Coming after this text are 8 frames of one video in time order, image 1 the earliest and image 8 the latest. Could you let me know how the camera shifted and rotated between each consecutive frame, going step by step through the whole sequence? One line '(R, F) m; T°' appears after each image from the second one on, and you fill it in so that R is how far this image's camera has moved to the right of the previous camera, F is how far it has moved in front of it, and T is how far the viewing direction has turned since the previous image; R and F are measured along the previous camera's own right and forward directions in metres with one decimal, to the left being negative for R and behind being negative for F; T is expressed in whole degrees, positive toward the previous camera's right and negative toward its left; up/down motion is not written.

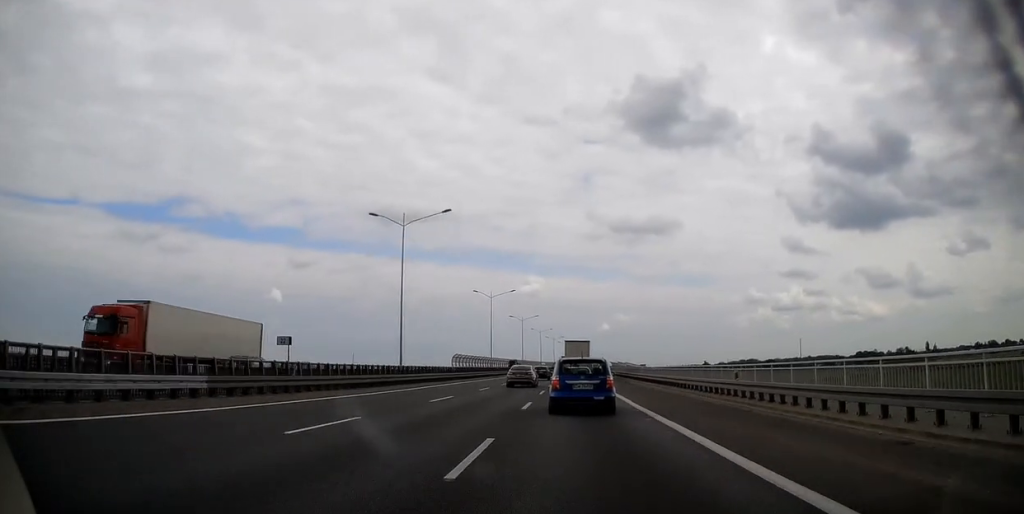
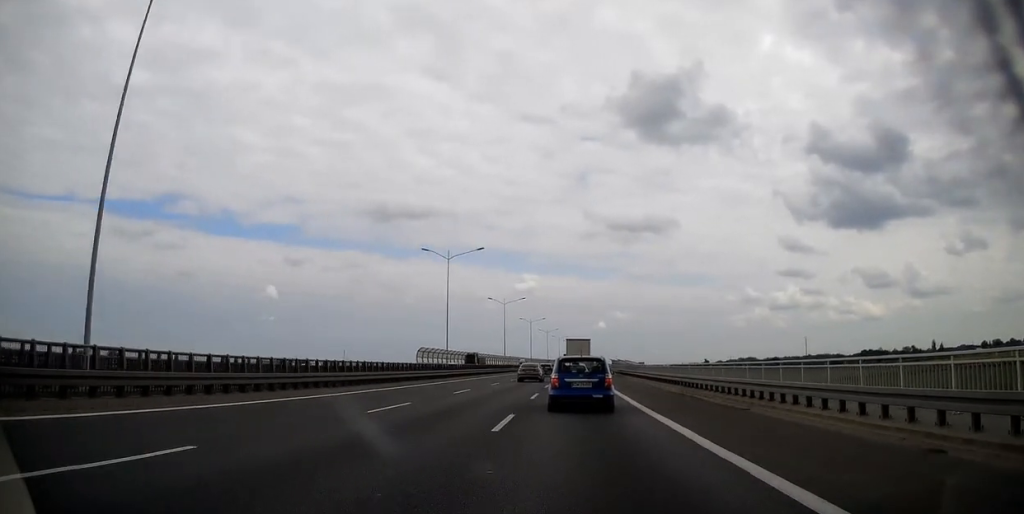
(+0.5, +31.3) m; +1°
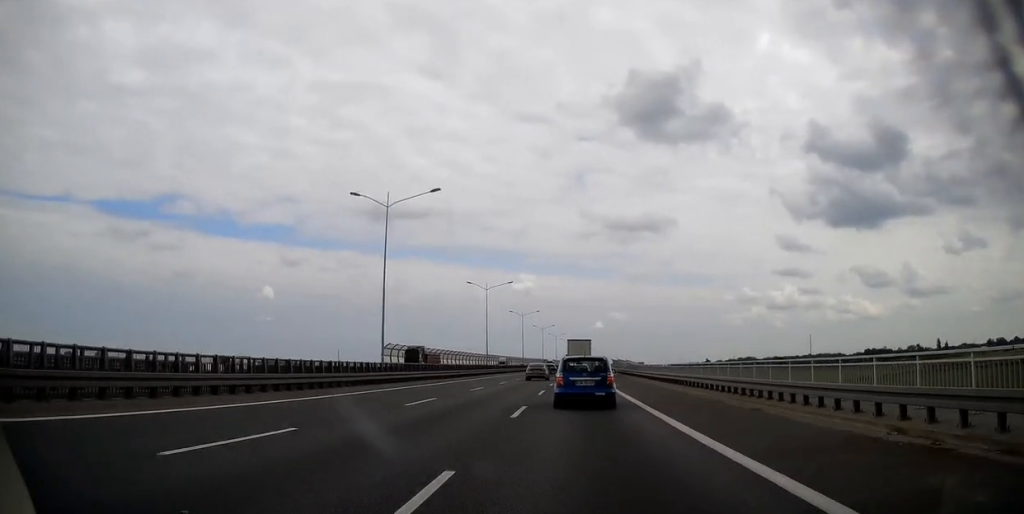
(0.0, +20.8) m; 0°
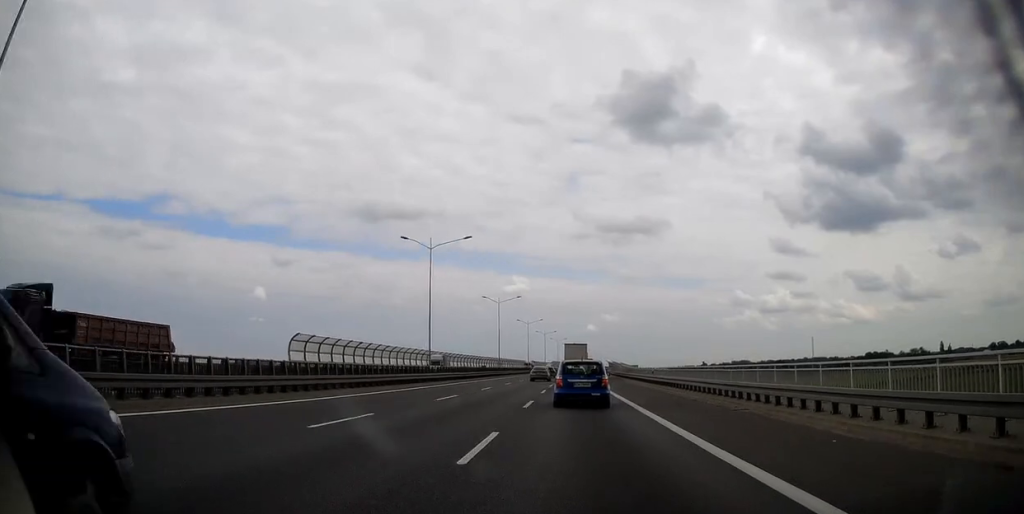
(0.0, +31.2) m; 0°
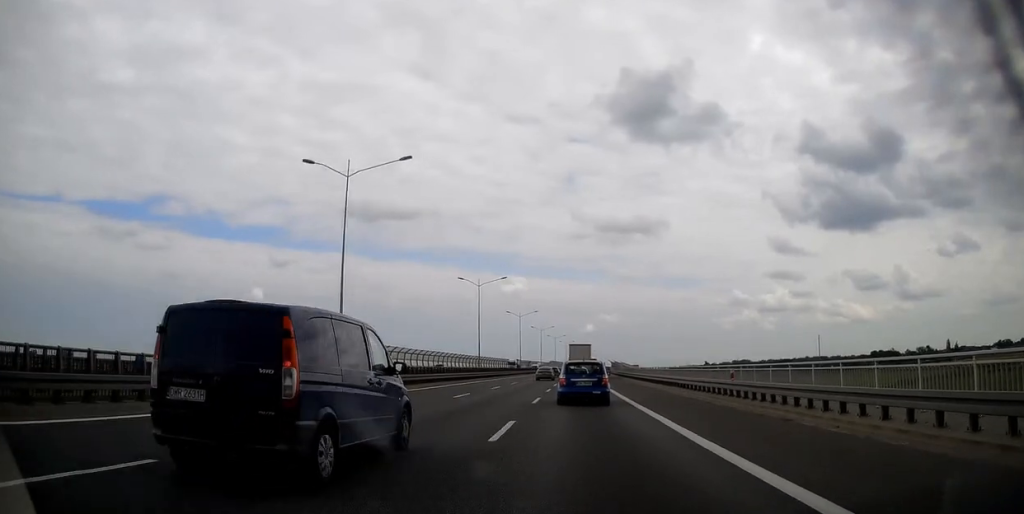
(0.0, +21.3) m; +1°
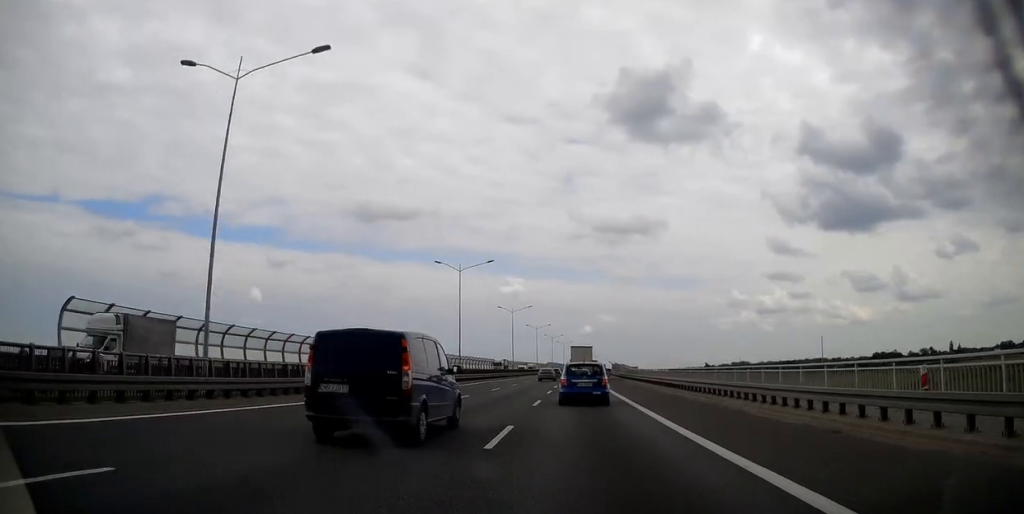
(+0.3, +12.9) m; 0°
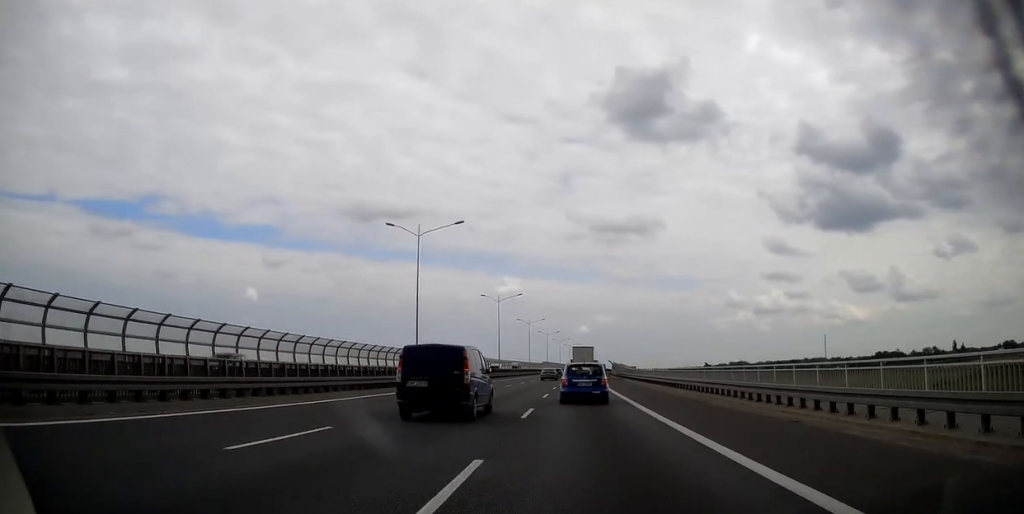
(0.0, +18.1) m; 0°
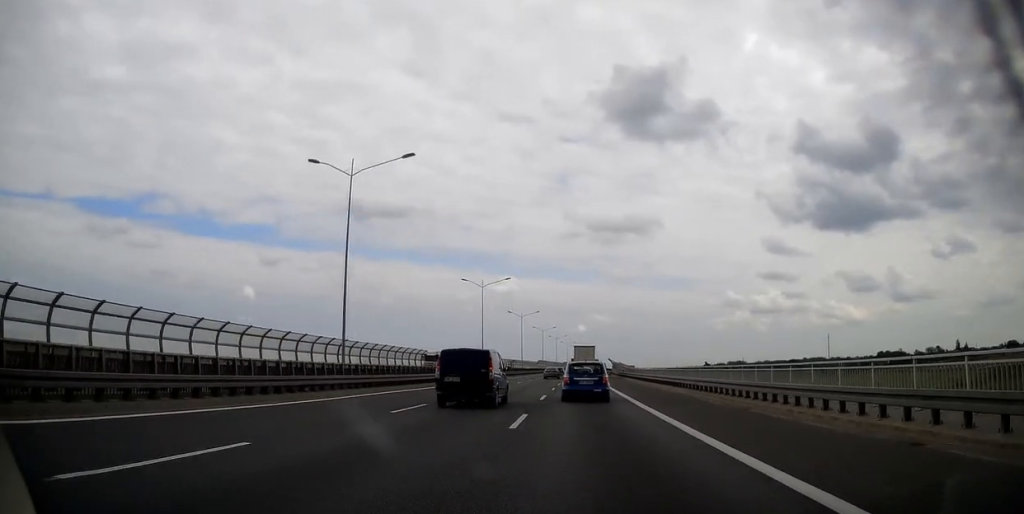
(-0.2, +14.6) m; 0°
